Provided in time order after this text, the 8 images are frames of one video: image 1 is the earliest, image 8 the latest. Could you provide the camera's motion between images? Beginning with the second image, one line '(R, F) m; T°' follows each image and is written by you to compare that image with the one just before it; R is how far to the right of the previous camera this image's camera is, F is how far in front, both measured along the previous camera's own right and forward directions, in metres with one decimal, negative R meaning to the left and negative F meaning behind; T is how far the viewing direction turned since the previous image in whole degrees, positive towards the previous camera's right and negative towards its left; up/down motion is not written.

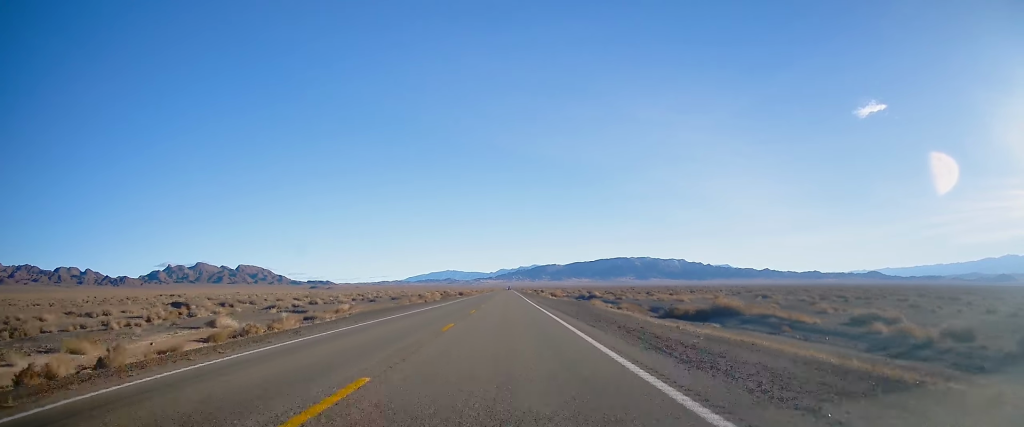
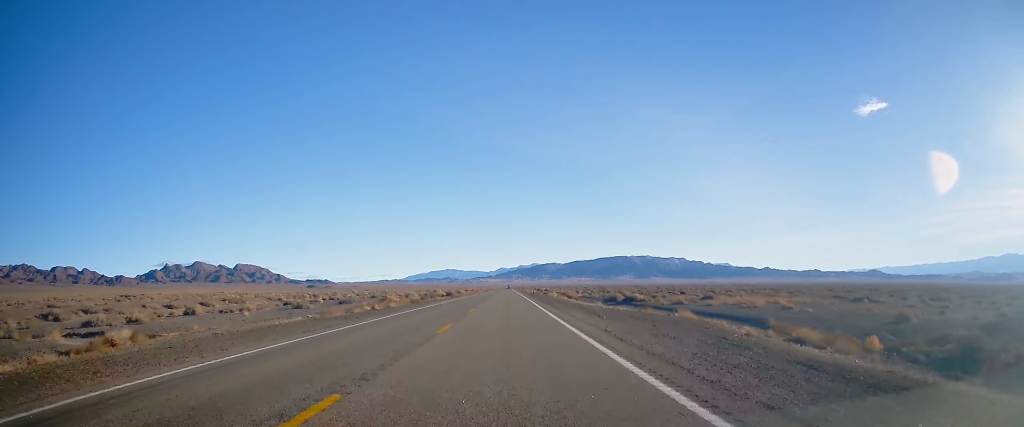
(+0.3, +37.7) m; 0°
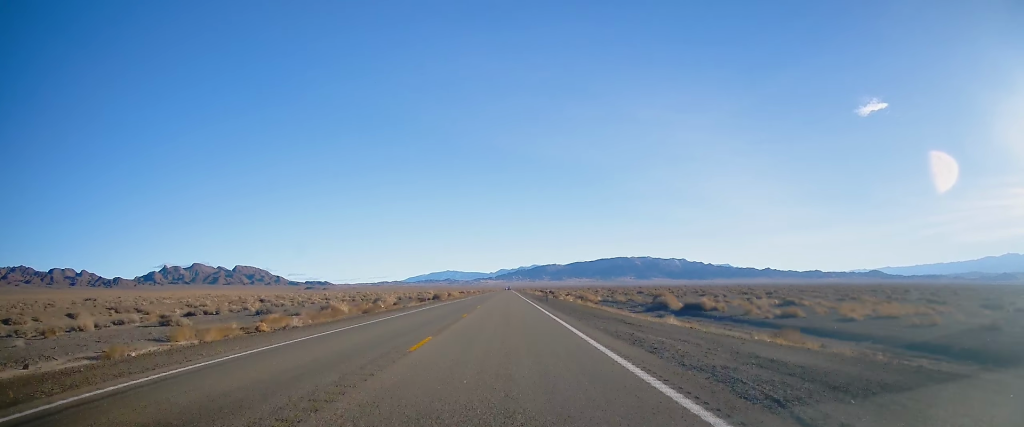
(-0.2, +28.6) m; 0°
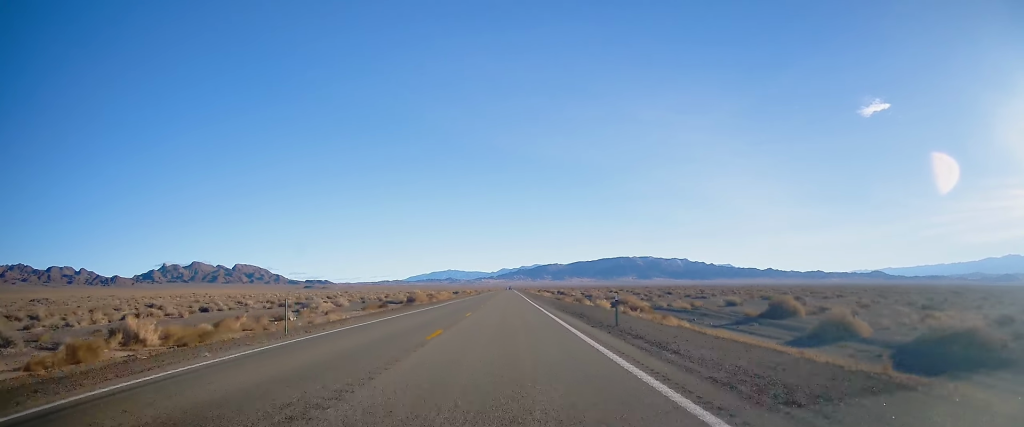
(-0.2, +34.3) m; 0°
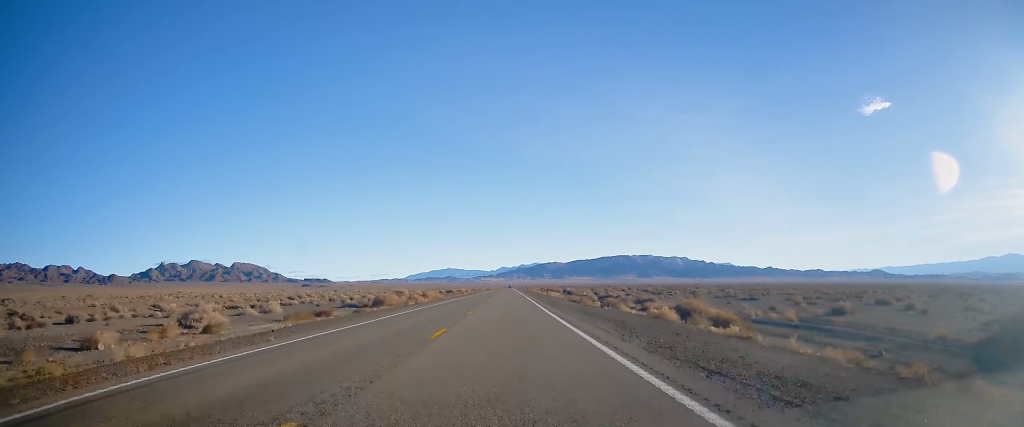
(0.0, +24.0) m; 0°
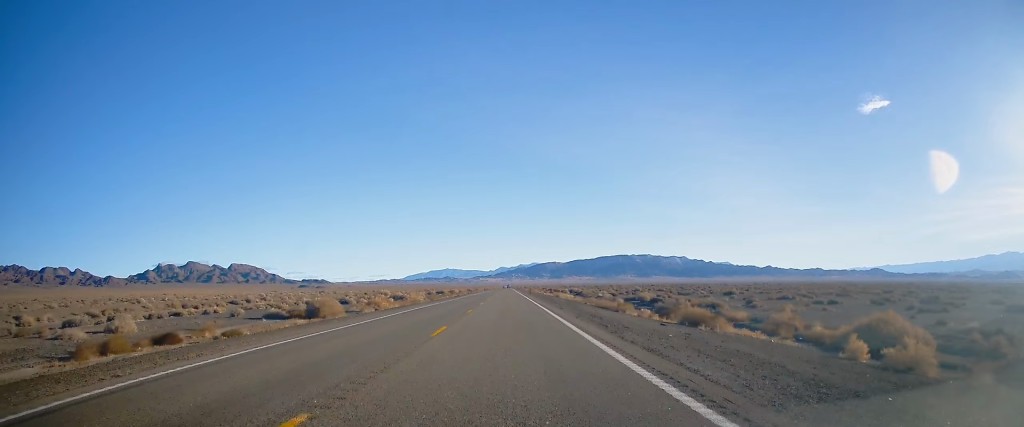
(+0.1, +24.0) m; 0°
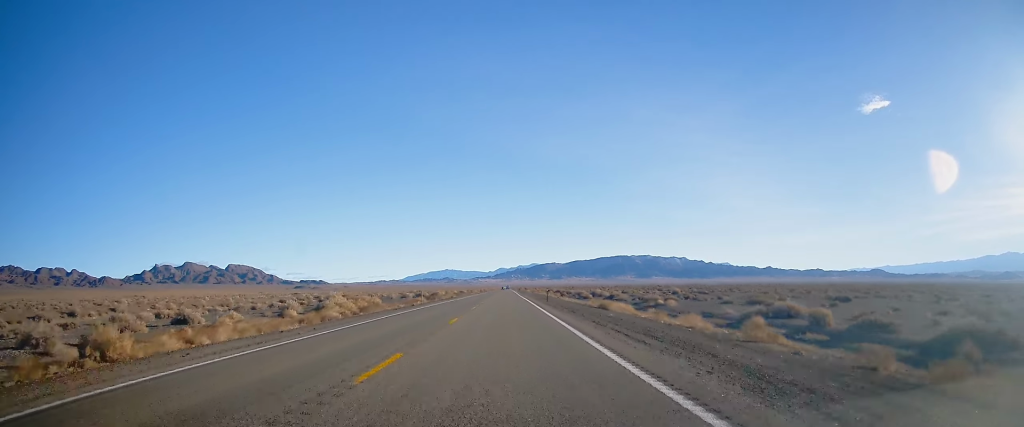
(0.0, +43.6) m; 0°
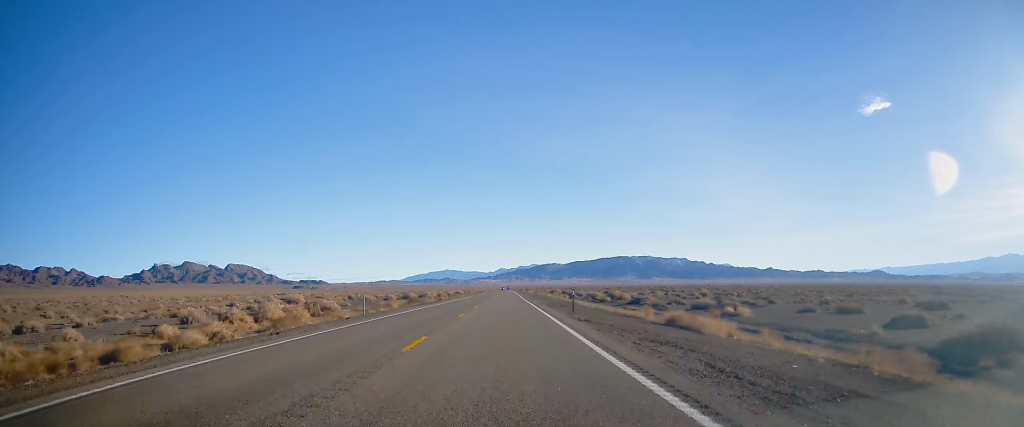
(+0.1, +20.4) m; 0°
